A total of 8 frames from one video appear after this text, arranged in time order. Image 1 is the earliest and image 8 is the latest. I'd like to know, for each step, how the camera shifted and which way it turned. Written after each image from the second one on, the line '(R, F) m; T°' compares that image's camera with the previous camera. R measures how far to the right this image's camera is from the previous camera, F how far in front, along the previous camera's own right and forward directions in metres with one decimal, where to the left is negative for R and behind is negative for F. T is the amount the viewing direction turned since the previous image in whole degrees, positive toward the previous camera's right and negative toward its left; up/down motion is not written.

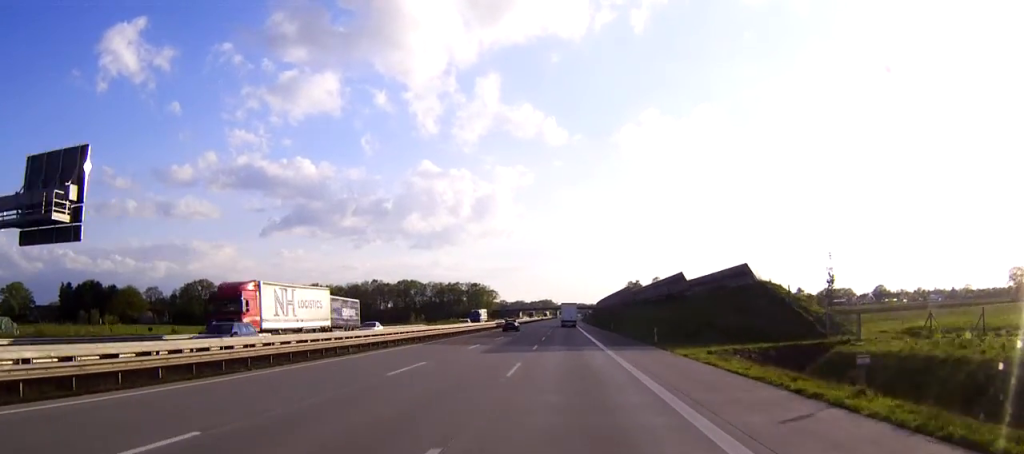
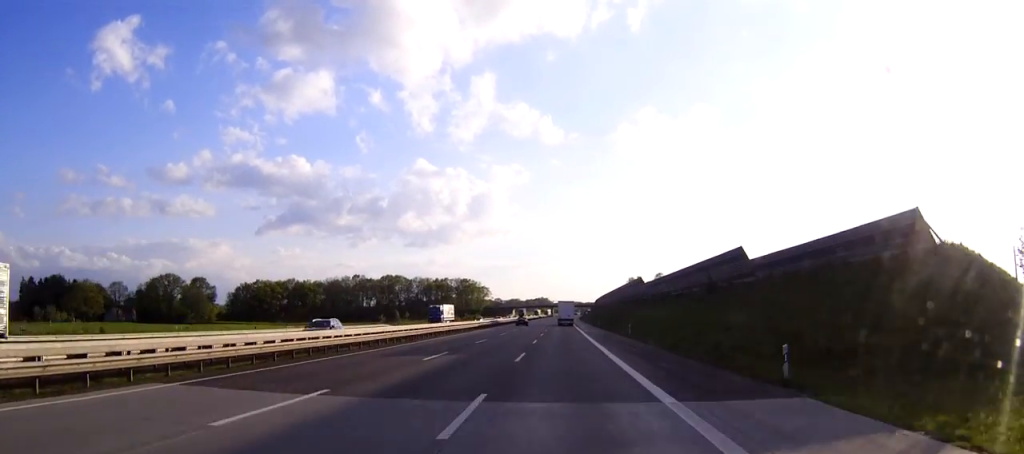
(0.0, +29.1) m; 0°
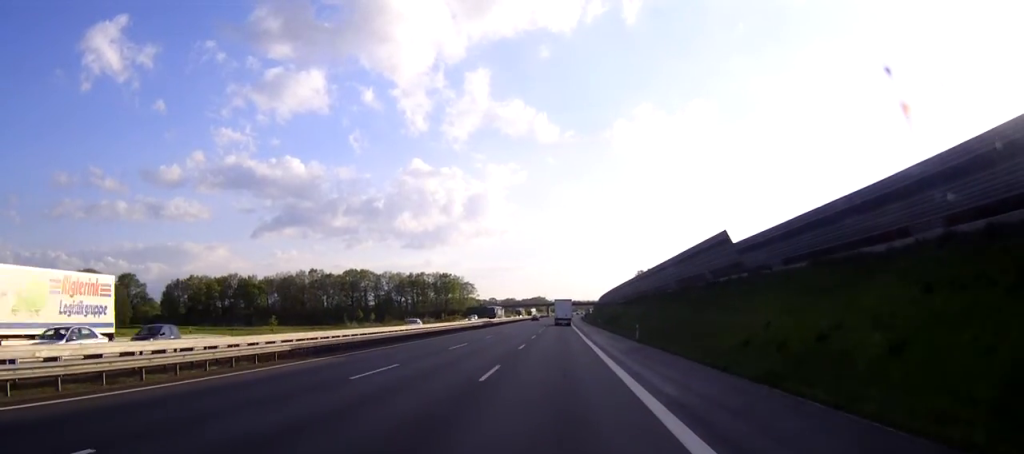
(+0.3, +62.4) m; 0°
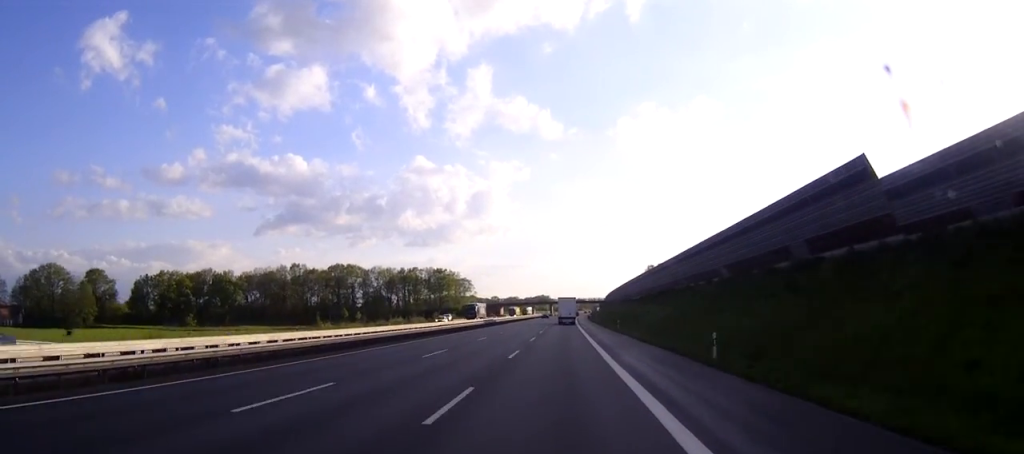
(-0.1, +25.8) m; 0°
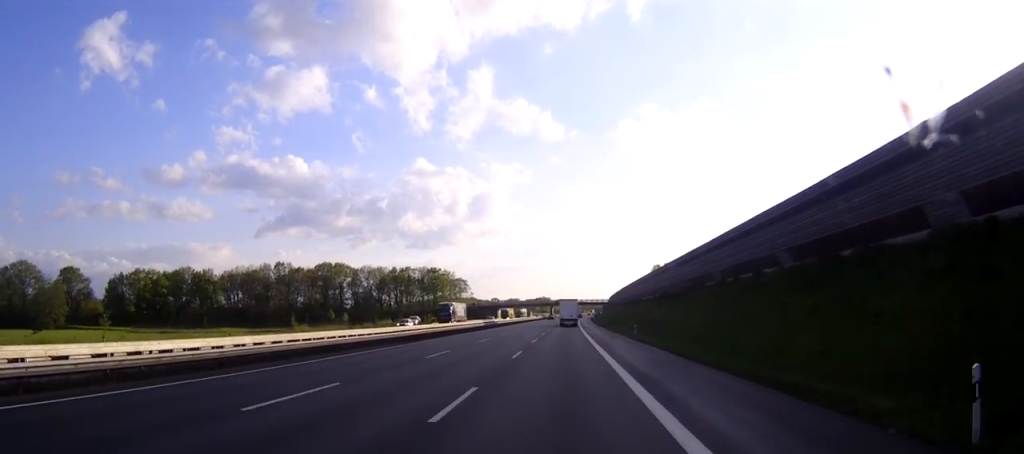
(-0.1, +17.6) m; 0°
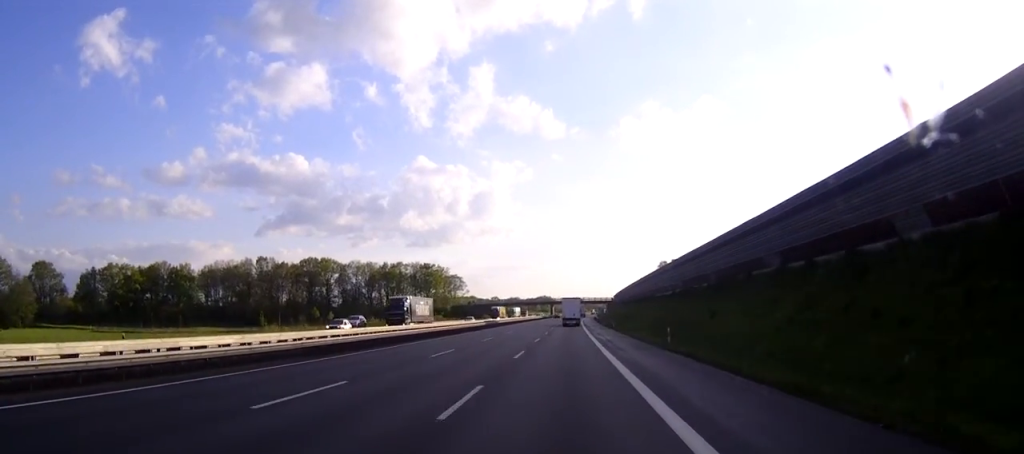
(+0.1, +17.6) m; 0°
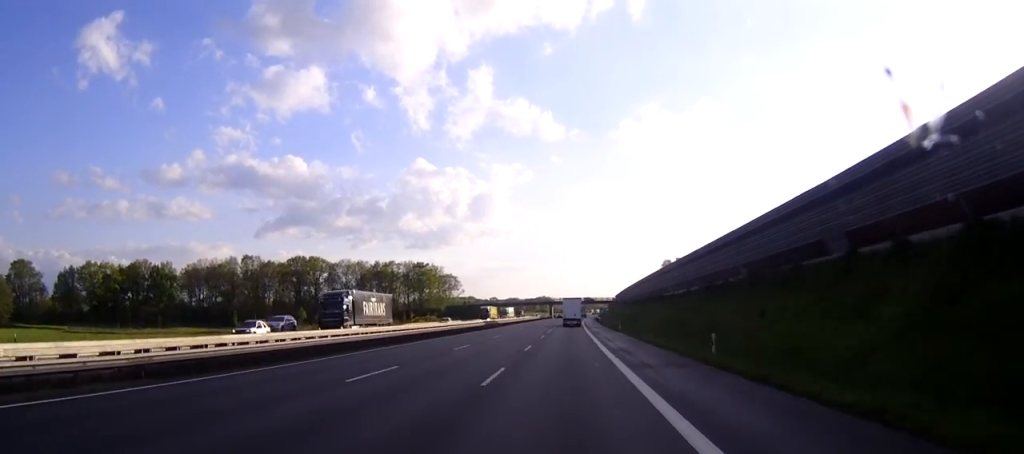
(0.0, +12.0) m; 0°
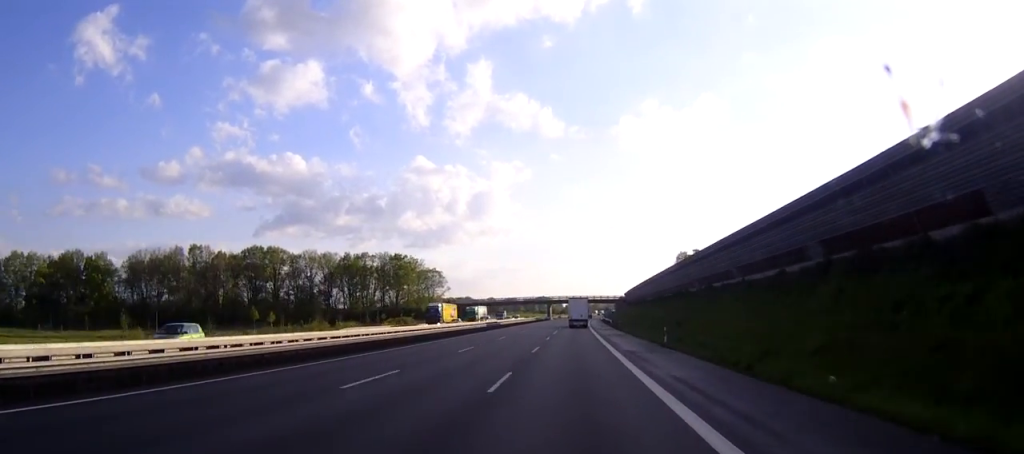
(-0.2, +37.2) m; 0°
